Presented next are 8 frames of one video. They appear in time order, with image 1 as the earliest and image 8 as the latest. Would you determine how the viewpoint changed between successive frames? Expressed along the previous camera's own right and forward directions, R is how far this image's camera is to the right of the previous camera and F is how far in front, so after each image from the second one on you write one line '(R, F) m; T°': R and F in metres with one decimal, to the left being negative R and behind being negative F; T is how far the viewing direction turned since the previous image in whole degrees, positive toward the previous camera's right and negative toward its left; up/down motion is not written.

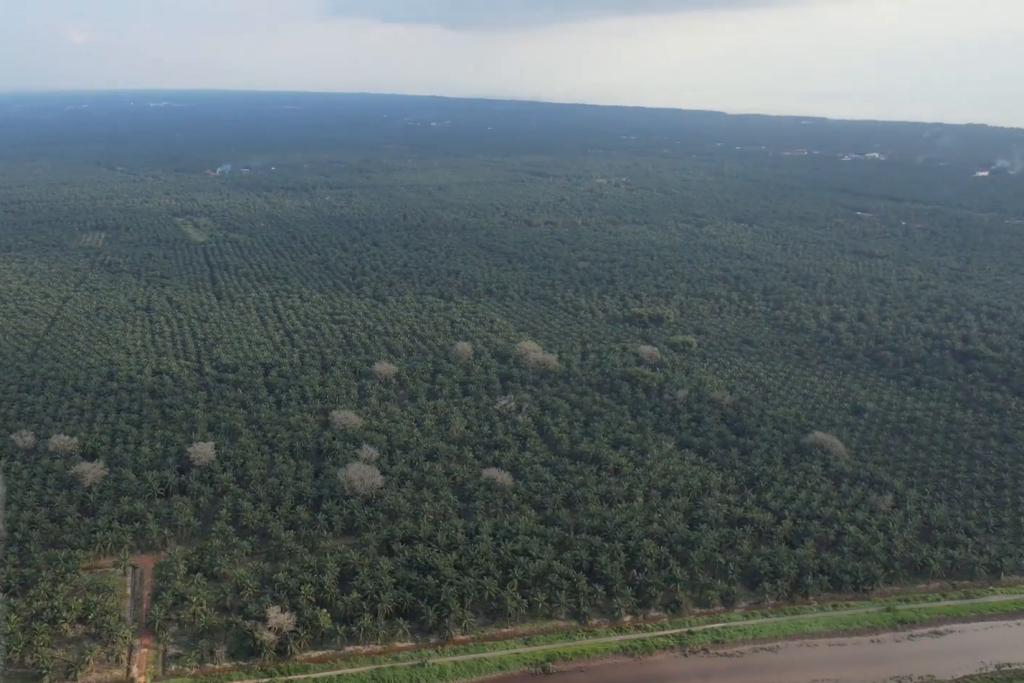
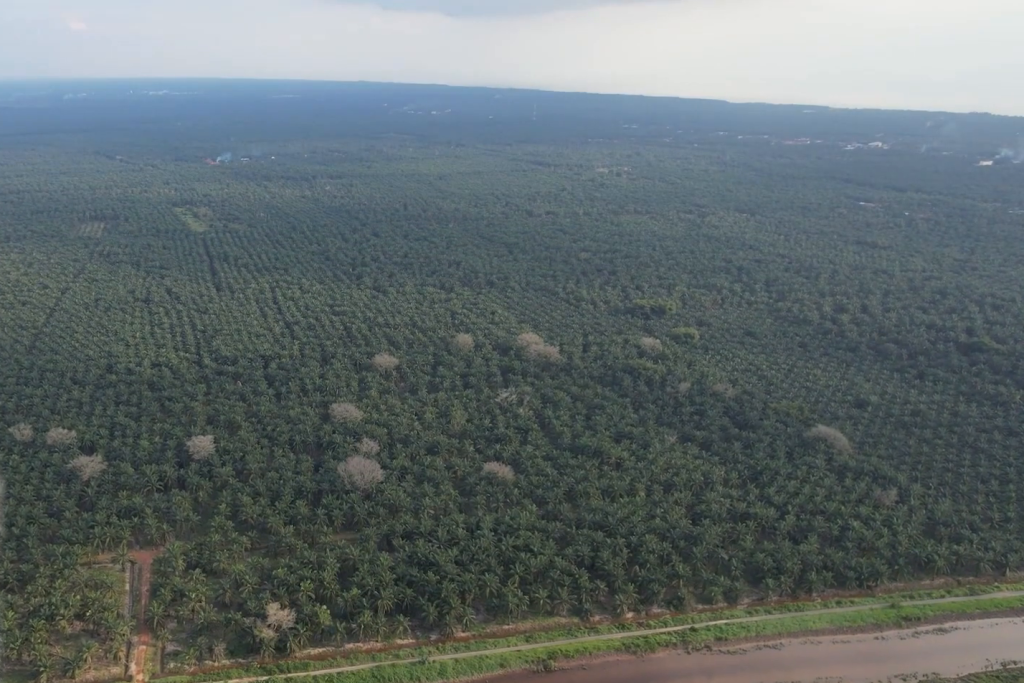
(0.0, +4.5) m; 0°
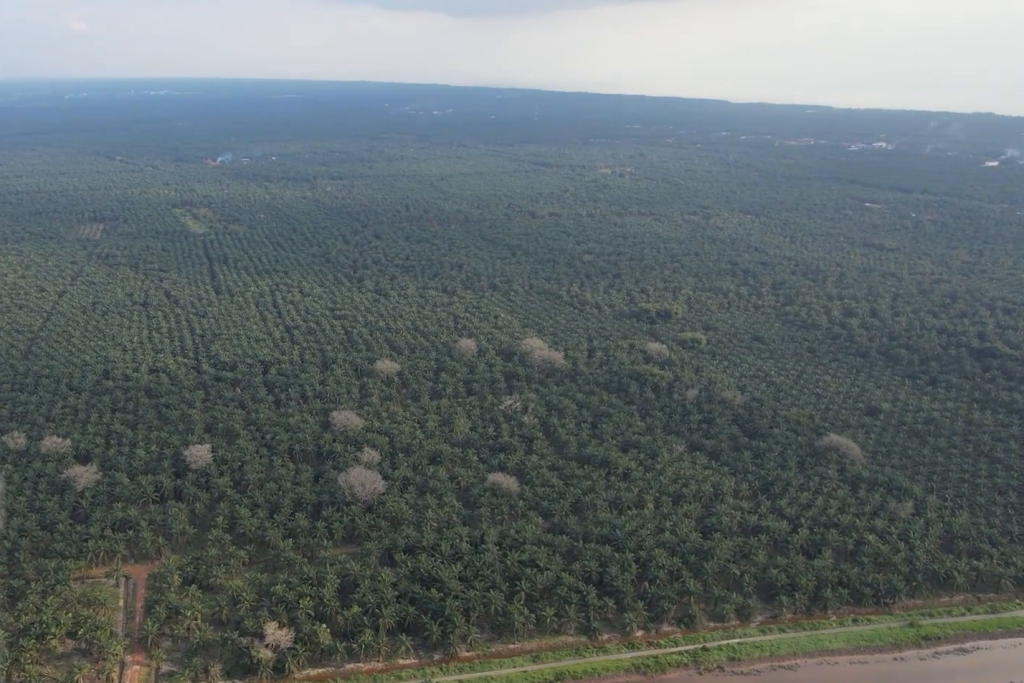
(0.0, +13.0) m; 0°
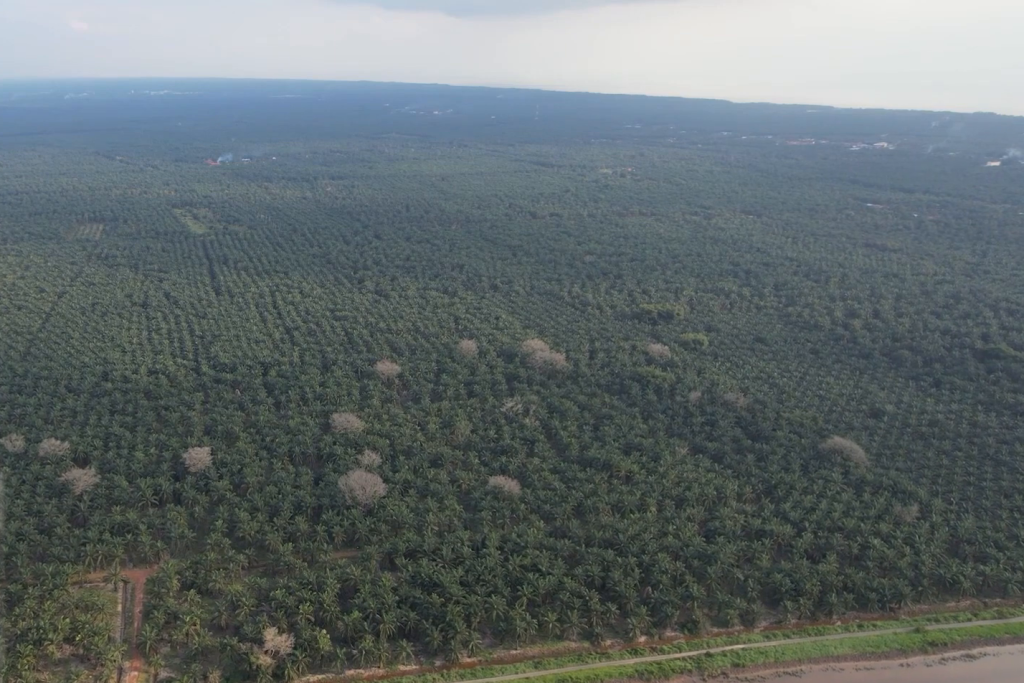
(0.0, +3.9) m; 0°
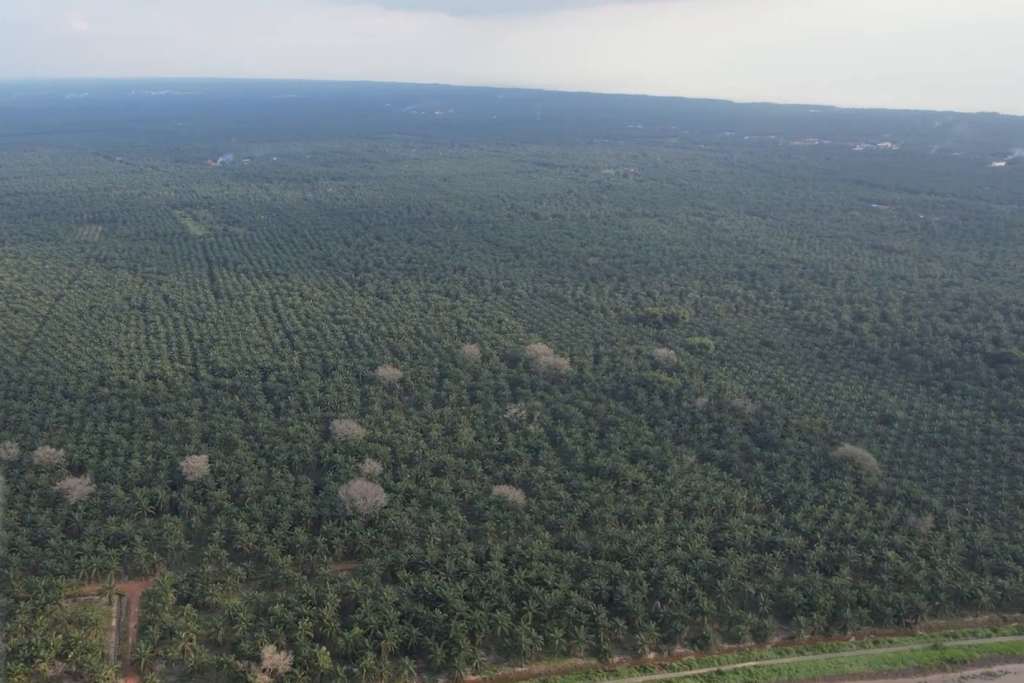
(0.0, +11.1) m; 0°
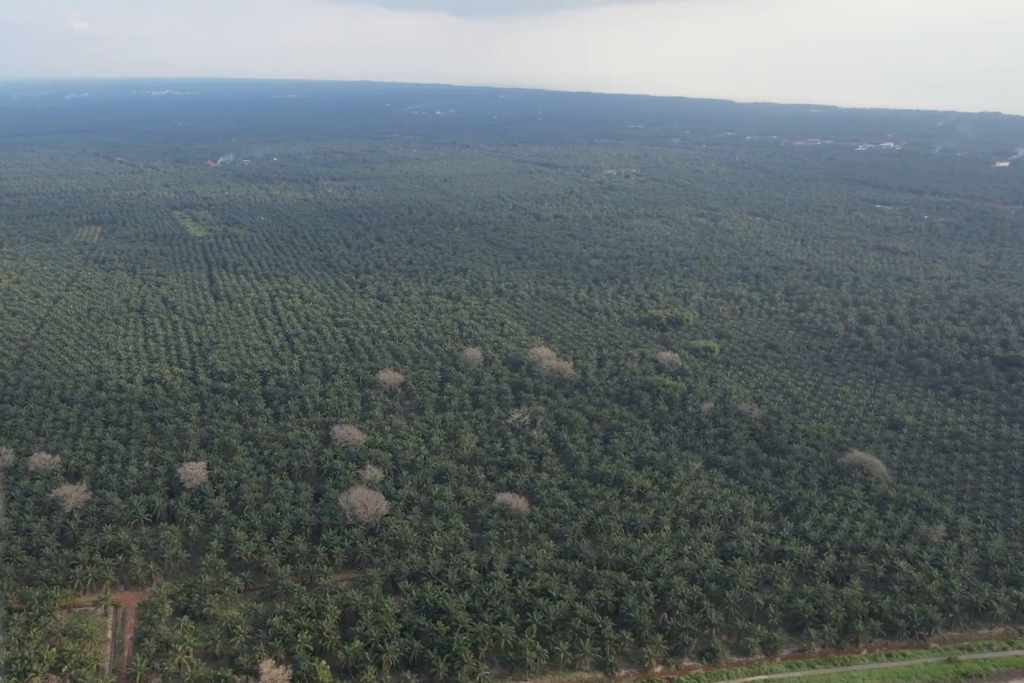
(0.0, +8.6) m; 0°
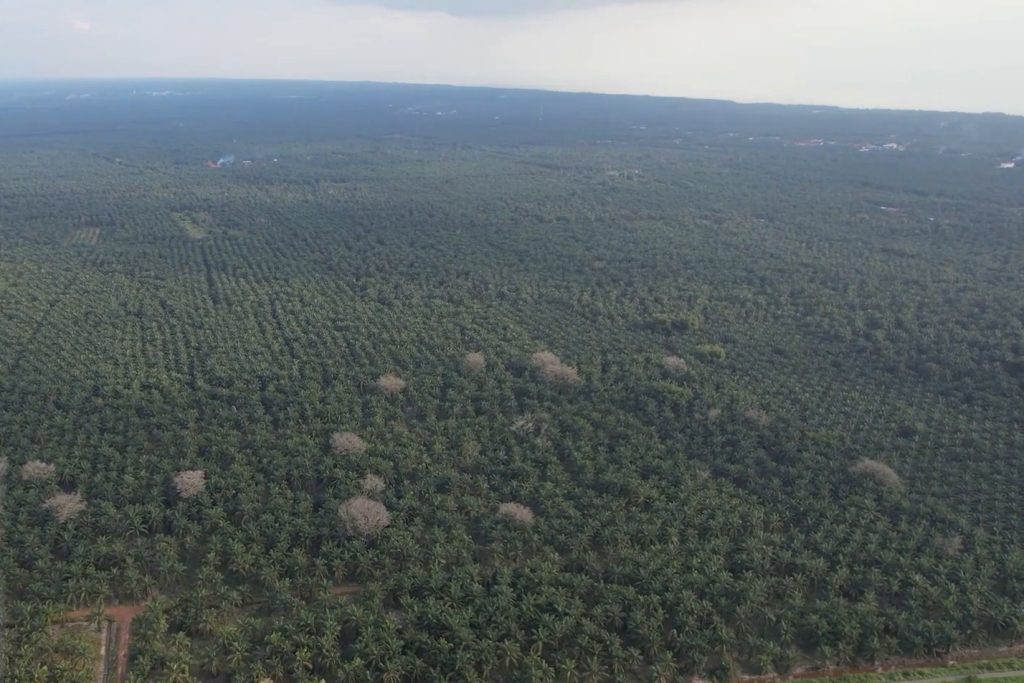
(0.0, +10.7) m; 0°
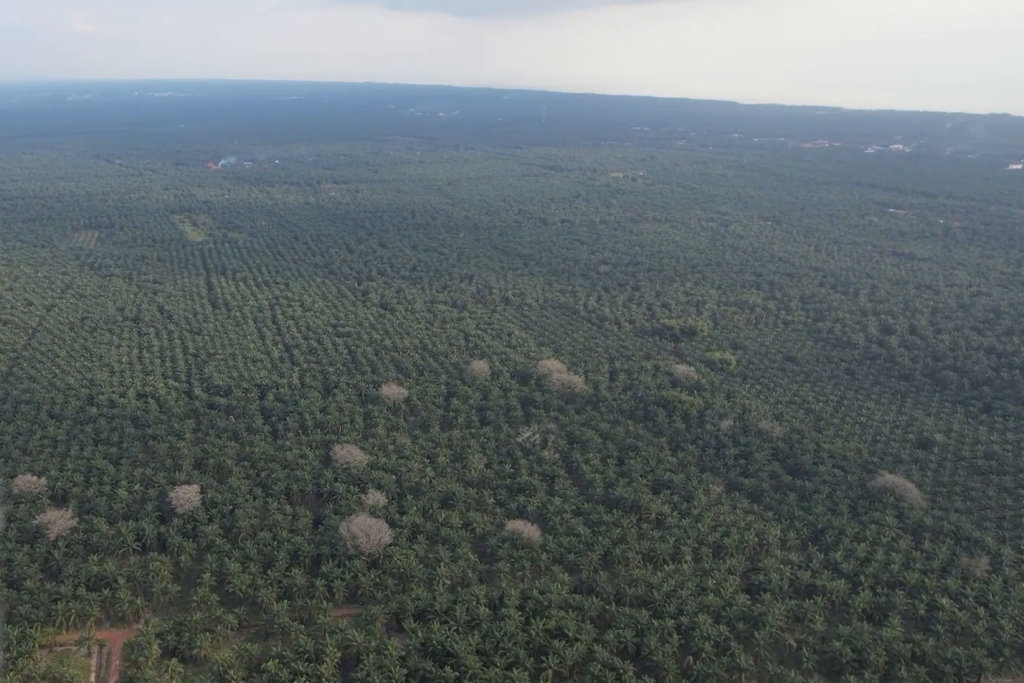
(0.0, +16.7) m; 0°
